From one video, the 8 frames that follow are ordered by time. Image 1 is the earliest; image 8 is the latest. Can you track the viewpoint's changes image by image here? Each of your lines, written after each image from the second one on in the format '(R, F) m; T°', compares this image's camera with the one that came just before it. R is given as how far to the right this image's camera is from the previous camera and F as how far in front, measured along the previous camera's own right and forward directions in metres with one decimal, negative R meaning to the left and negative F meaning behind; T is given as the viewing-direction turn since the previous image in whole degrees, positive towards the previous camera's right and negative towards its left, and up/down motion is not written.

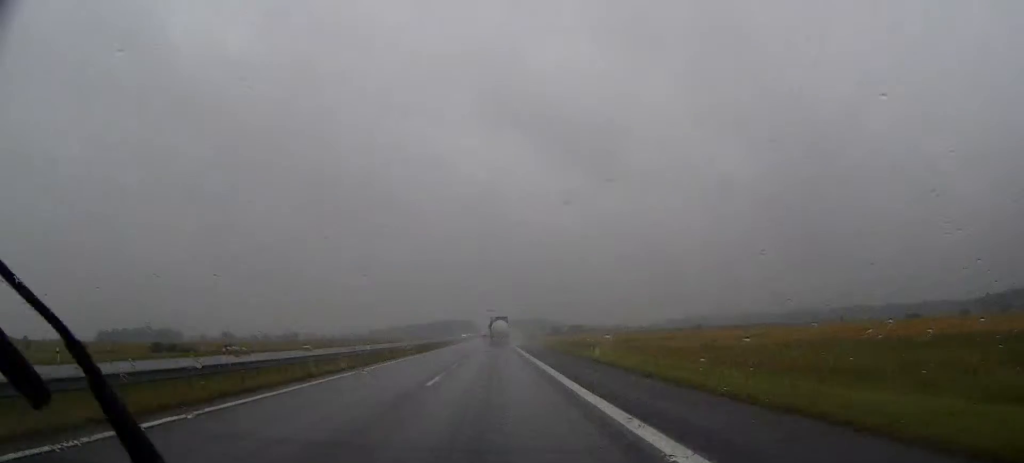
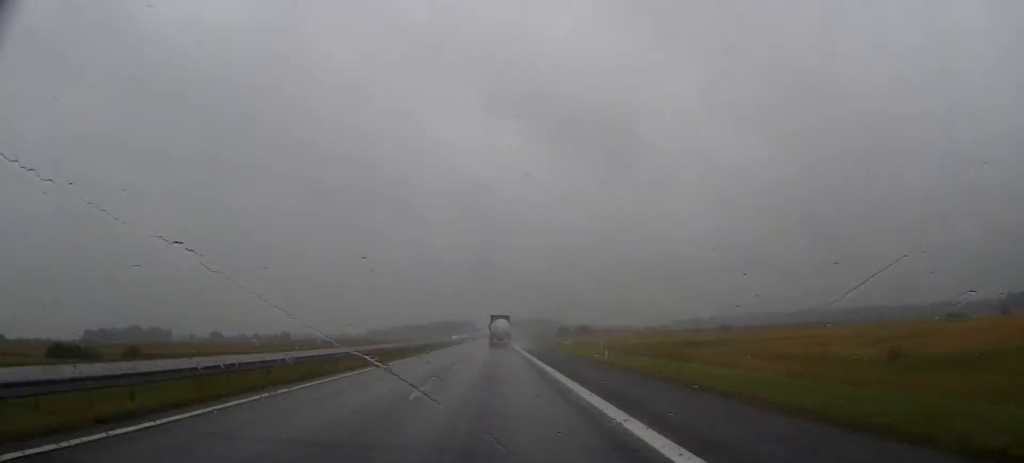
(-0.1, +51.5) m; 0°
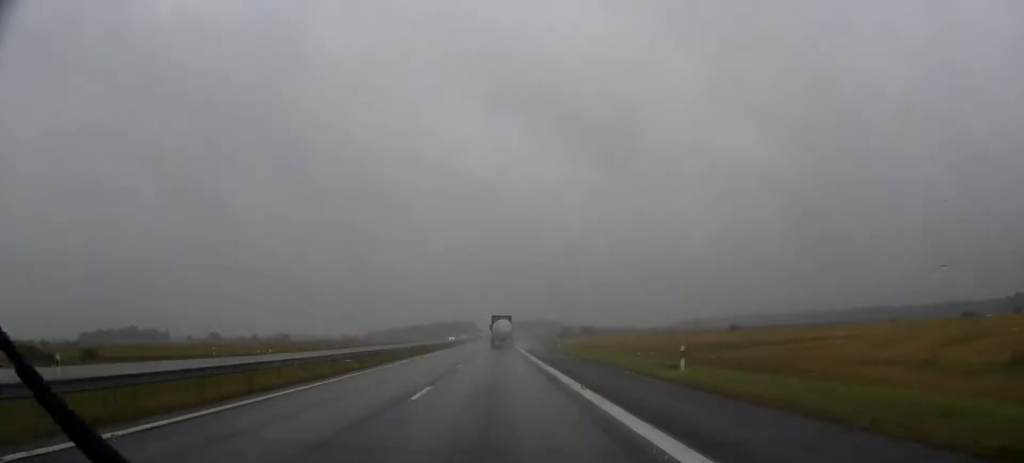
(0.0, +15.9) m; 0°
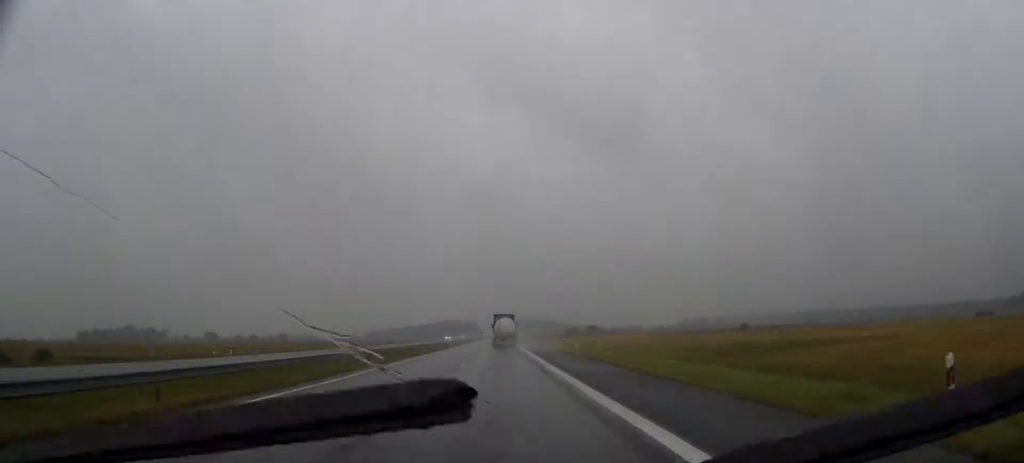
(0.0, +15.0) m; 0°
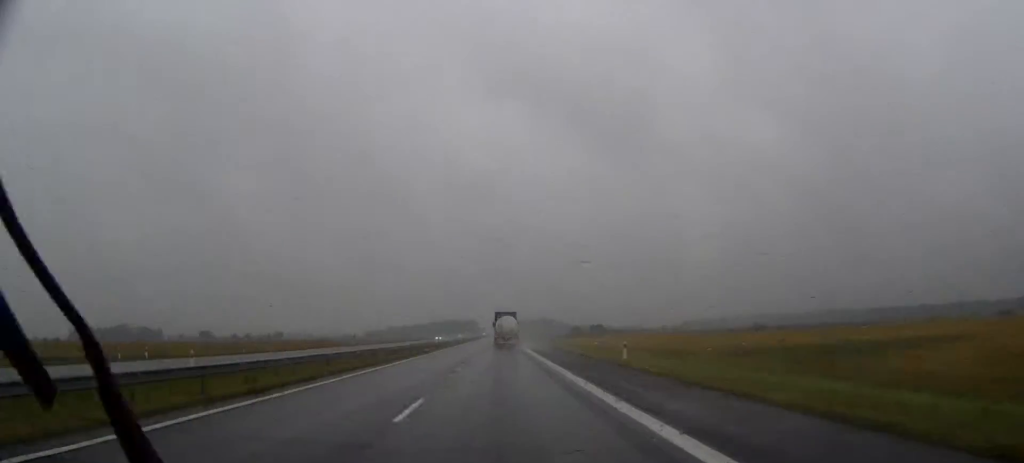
(0.0, +21.5) m; 0°
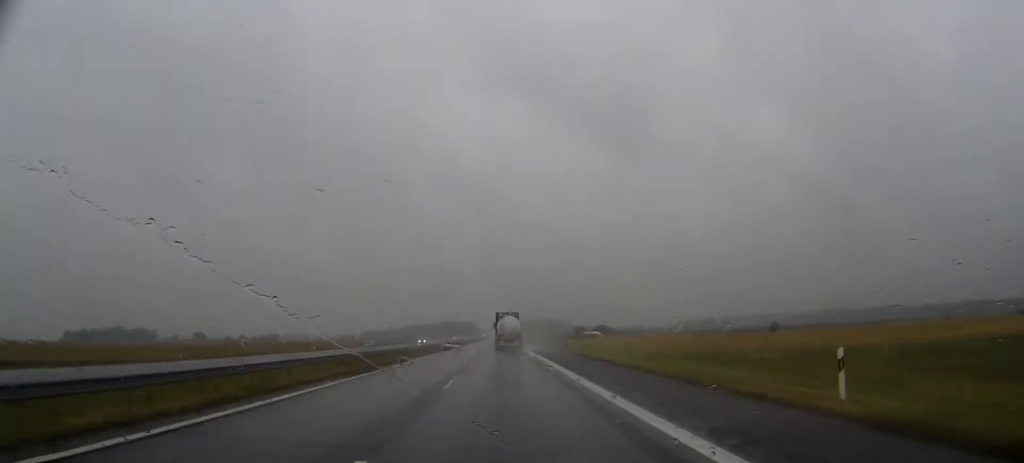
(0.0, +23.4) m; 0°
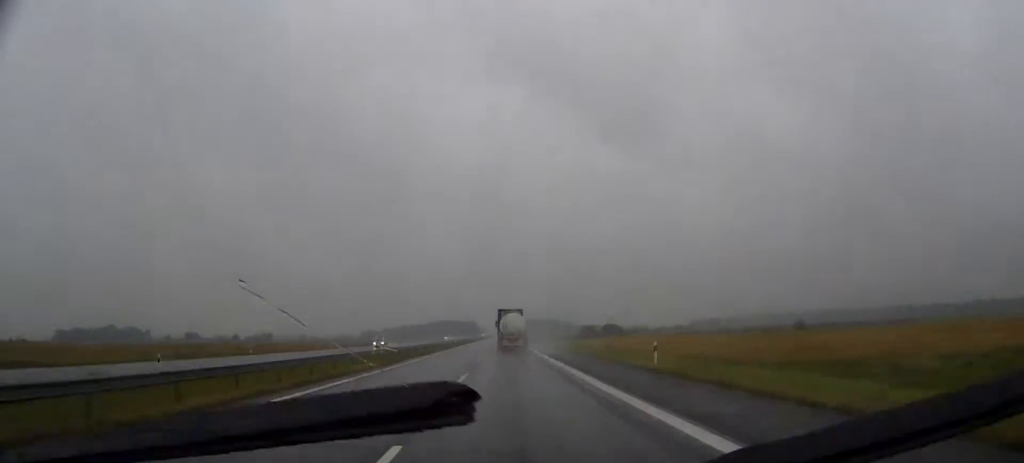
(0.0, +30.9) m; 0°
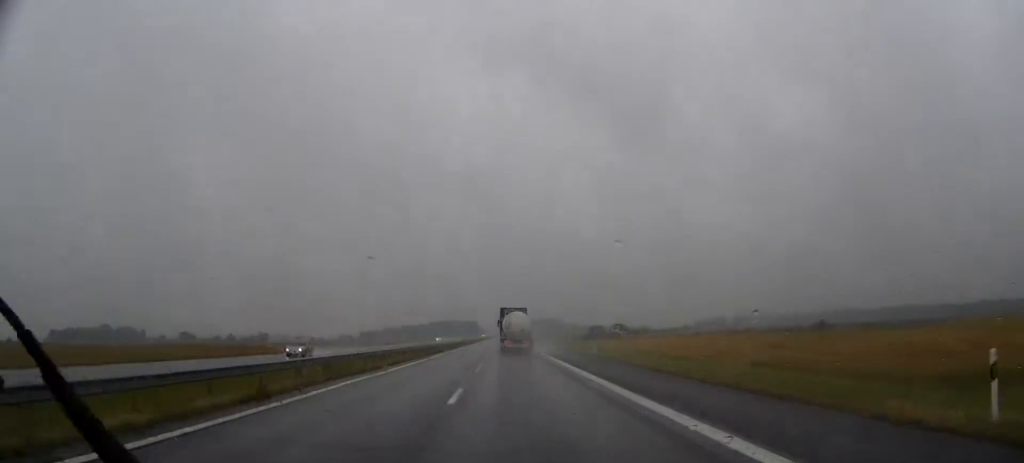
(0.0, +22.5) m; 0°
